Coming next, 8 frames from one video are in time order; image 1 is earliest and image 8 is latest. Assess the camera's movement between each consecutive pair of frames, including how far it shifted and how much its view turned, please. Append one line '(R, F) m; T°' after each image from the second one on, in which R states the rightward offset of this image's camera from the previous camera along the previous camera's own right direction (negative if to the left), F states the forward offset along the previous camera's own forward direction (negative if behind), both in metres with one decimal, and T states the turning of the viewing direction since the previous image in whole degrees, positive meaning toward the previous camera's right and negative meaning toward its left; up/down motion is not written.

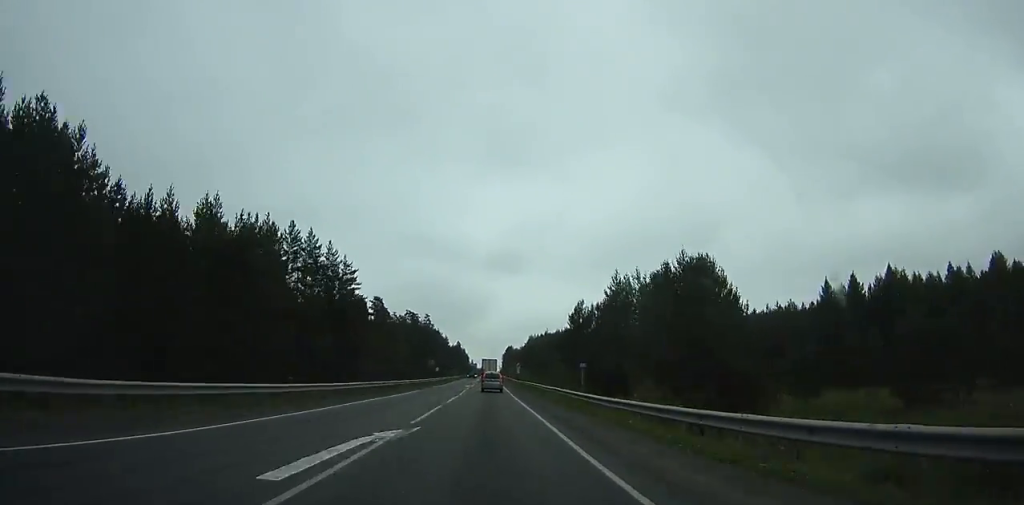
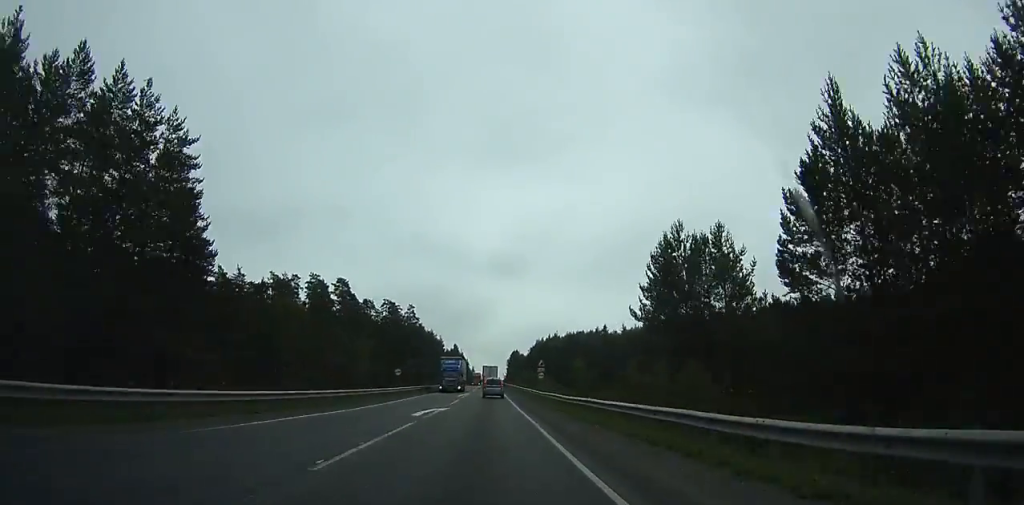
(+0.3, +46.1) m; +4°
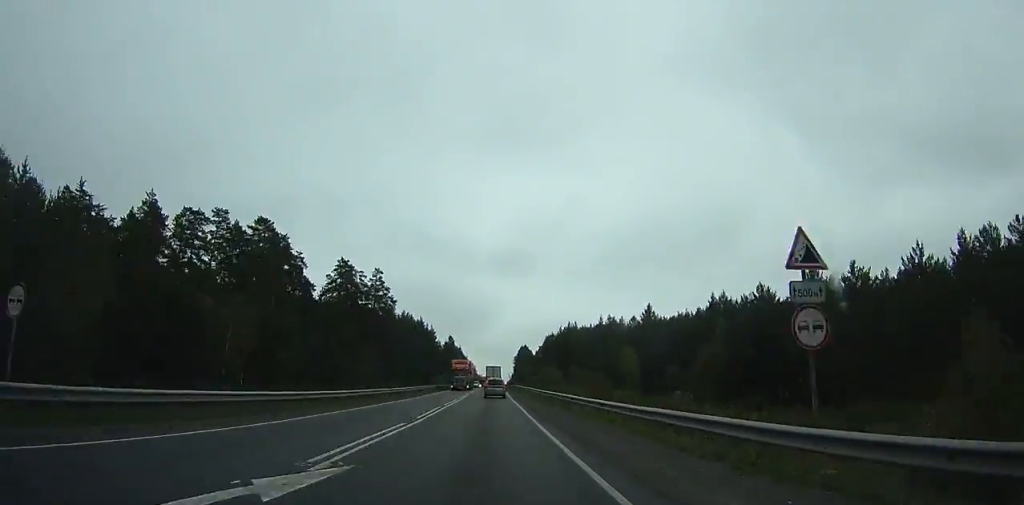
(+2.5, +51.6) m; 0°
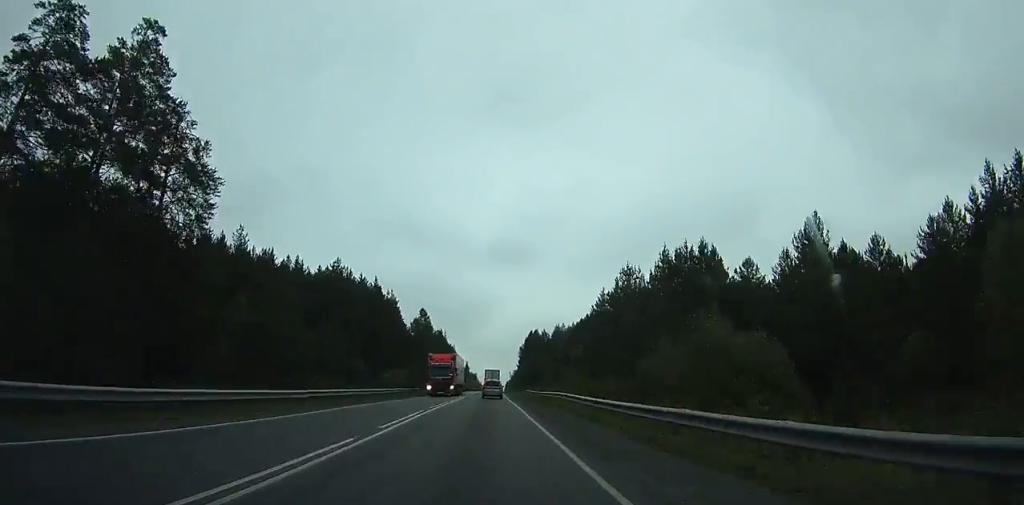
(-7.4, +75.0) m; -9°
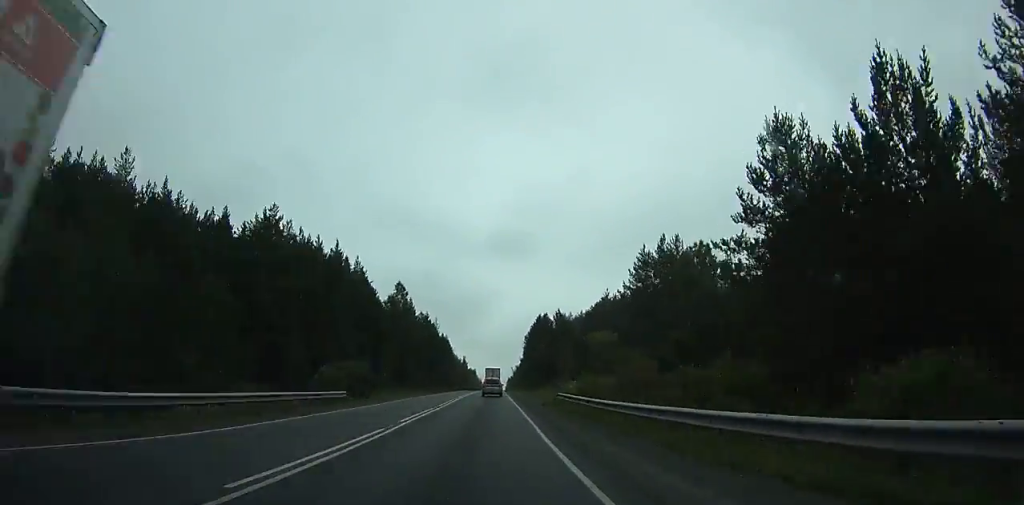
(-1.3, +30.8) m; 0°
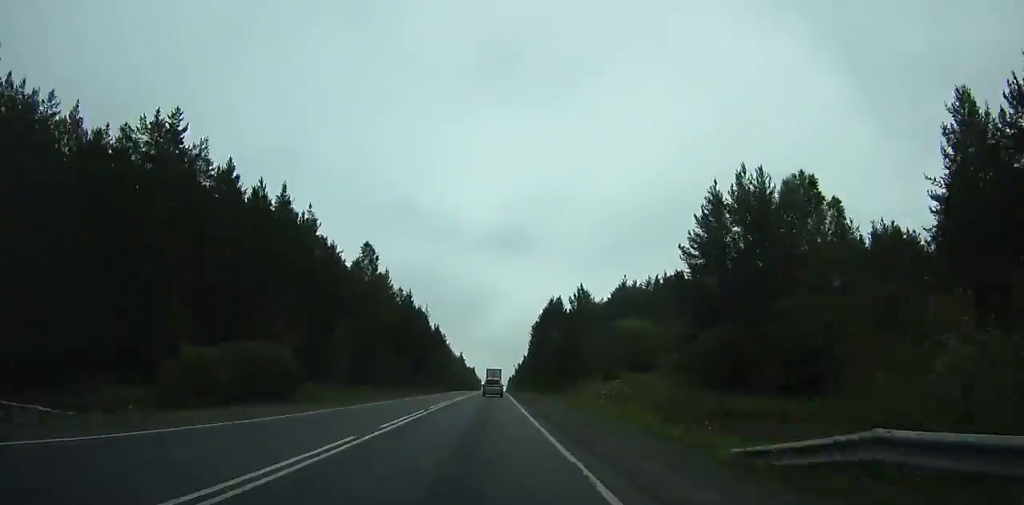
(+2.5, +25.4) m; +3°
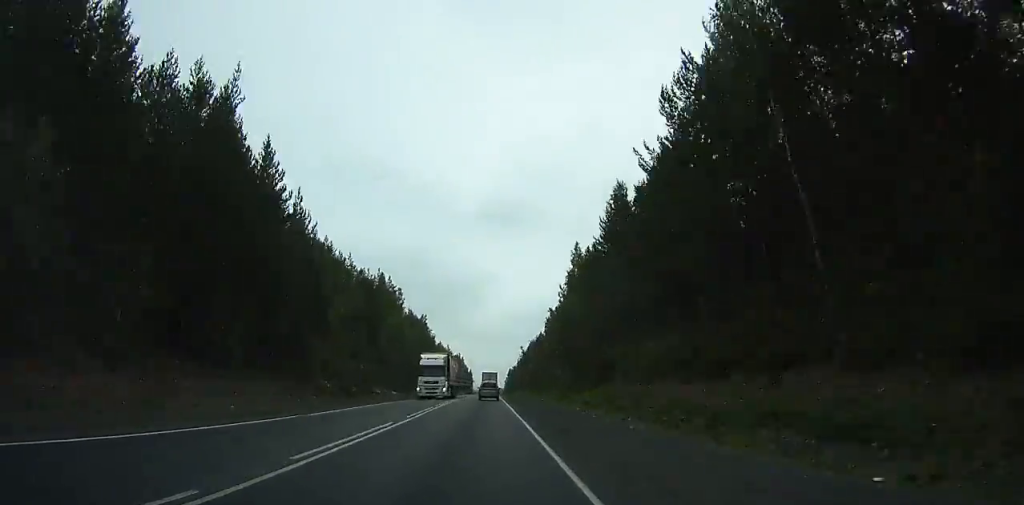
(+5.3, +108.8) m; +3°
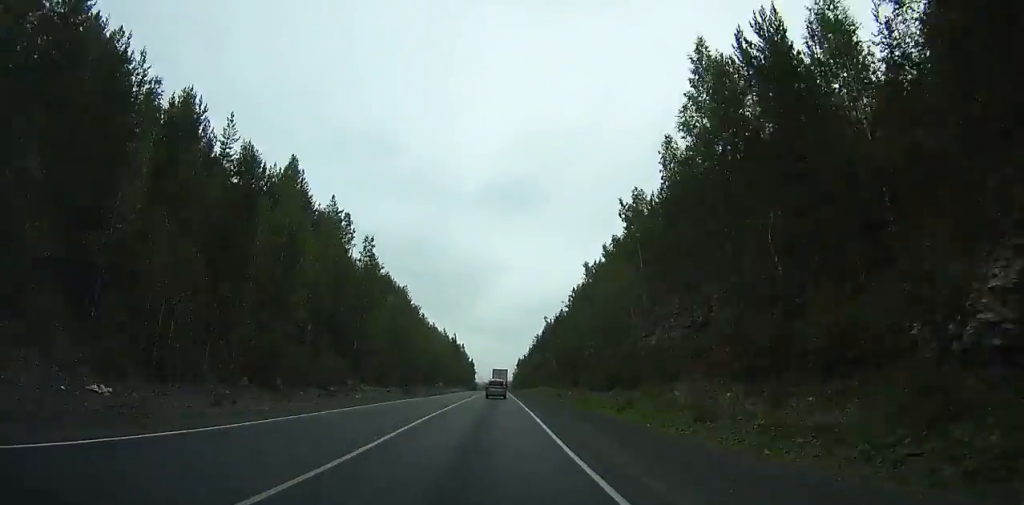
(-0.4, +58.0) m; -1°
